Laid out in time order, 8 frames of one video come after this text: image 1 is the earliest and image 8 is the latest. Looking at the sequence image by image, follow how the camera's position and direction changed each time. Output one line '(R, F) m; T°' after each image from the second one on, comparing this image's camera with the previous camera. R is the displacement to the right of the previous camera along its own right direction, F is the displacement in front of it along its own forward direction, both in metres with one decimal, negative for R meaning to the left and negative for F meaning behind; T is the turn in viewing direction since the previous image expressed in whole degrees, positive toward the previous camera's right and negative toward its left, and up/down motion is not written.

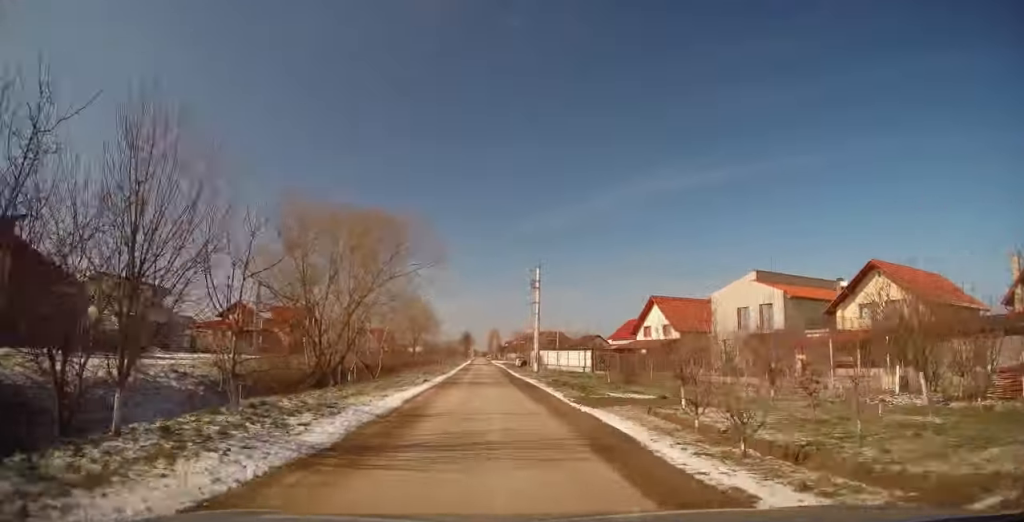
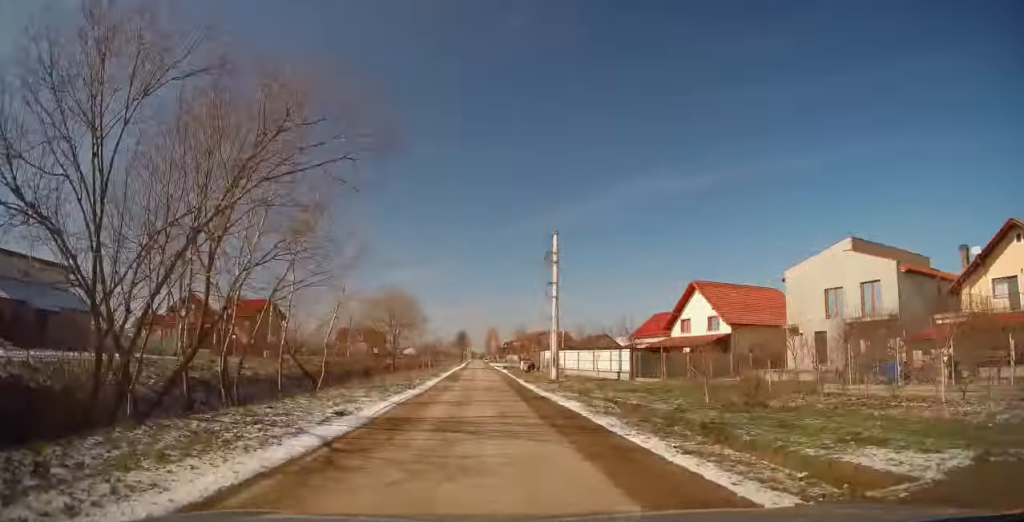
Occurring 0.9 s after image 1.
(+0.4, +14.7) m; +1°
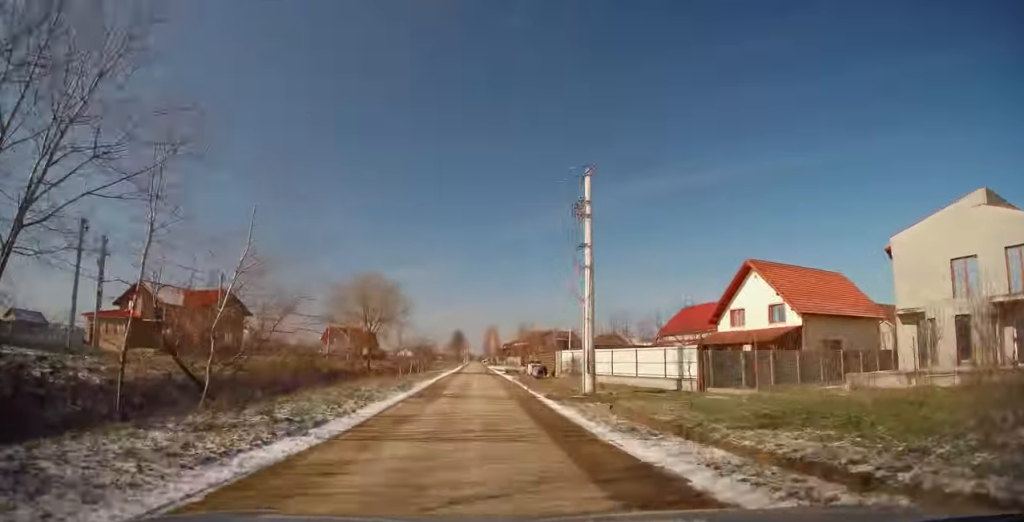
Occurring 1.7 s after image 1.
(+0.1, +12.4) m; +1°
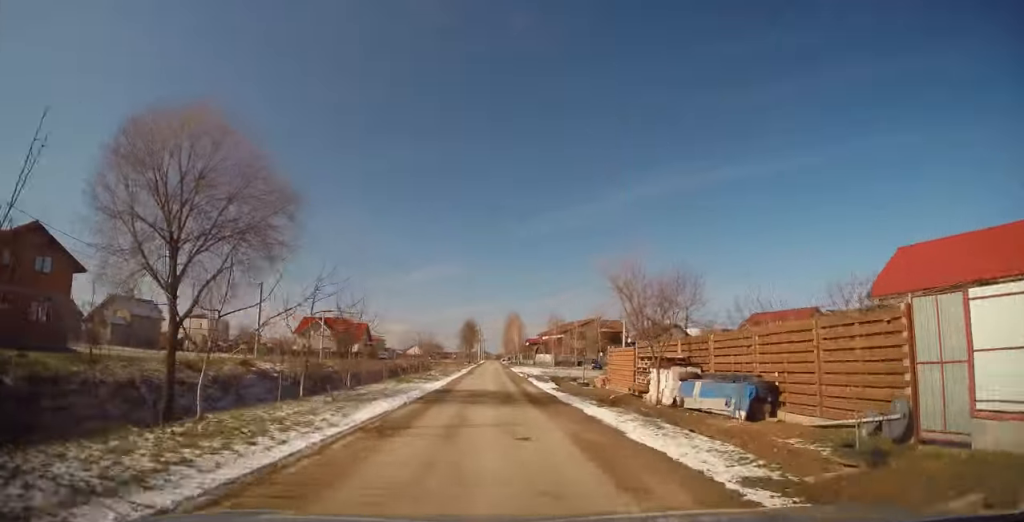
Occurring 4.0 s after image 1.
(-0.3, +33.8) m; -3°
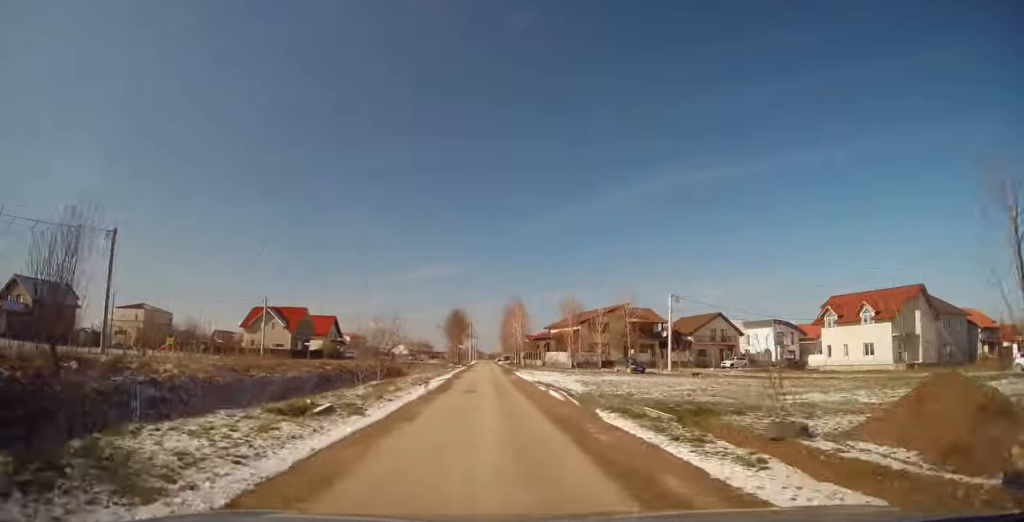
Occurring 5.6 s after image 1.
(0.0, +23.4) m; +1°
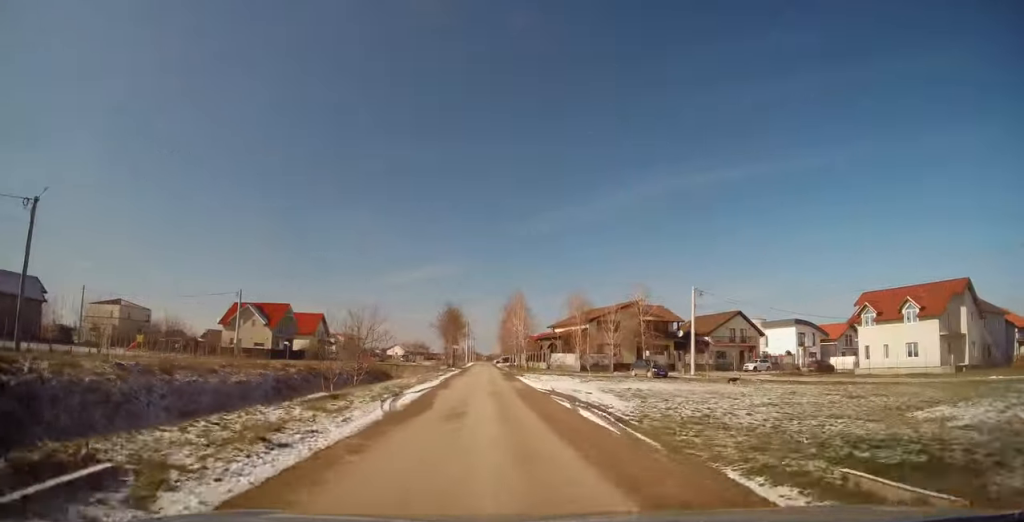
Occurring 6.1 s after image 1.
(+0.1, +7.3) m; +1°
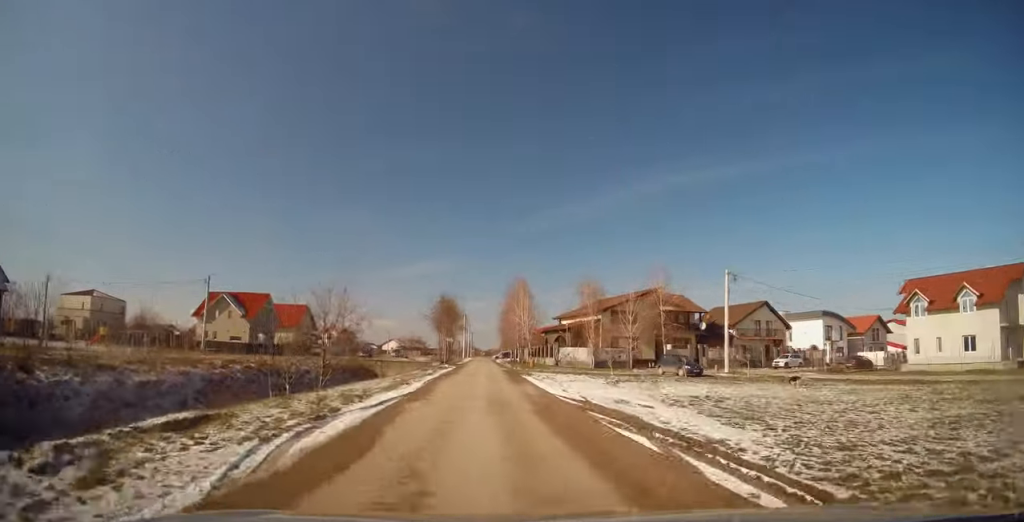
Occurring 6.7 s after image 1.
(0.0, +7.7) m; 0°
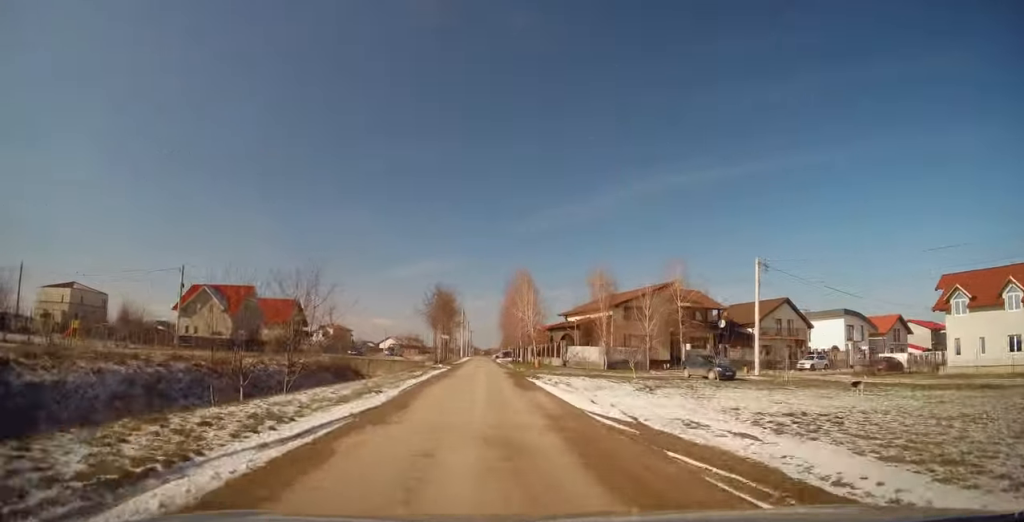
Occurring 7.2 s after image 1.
(0.0, +5.5) m; 0°
